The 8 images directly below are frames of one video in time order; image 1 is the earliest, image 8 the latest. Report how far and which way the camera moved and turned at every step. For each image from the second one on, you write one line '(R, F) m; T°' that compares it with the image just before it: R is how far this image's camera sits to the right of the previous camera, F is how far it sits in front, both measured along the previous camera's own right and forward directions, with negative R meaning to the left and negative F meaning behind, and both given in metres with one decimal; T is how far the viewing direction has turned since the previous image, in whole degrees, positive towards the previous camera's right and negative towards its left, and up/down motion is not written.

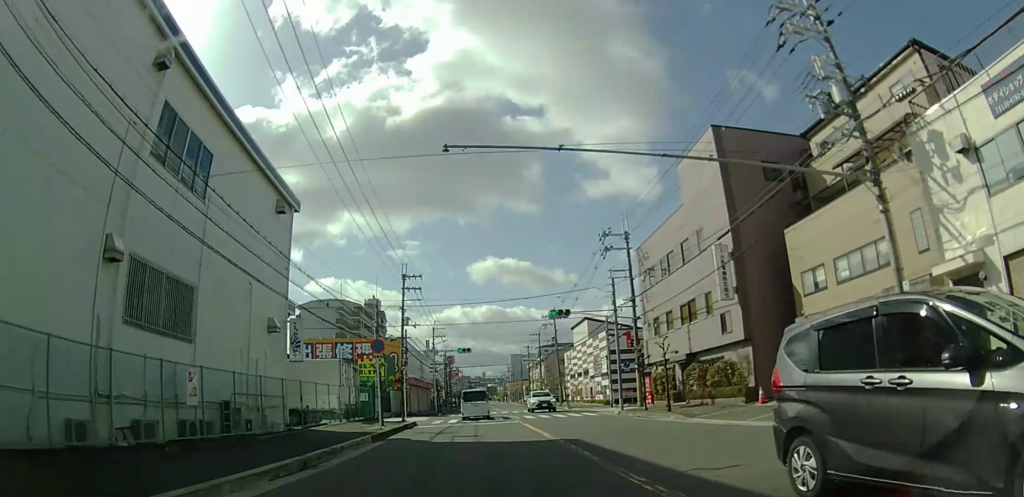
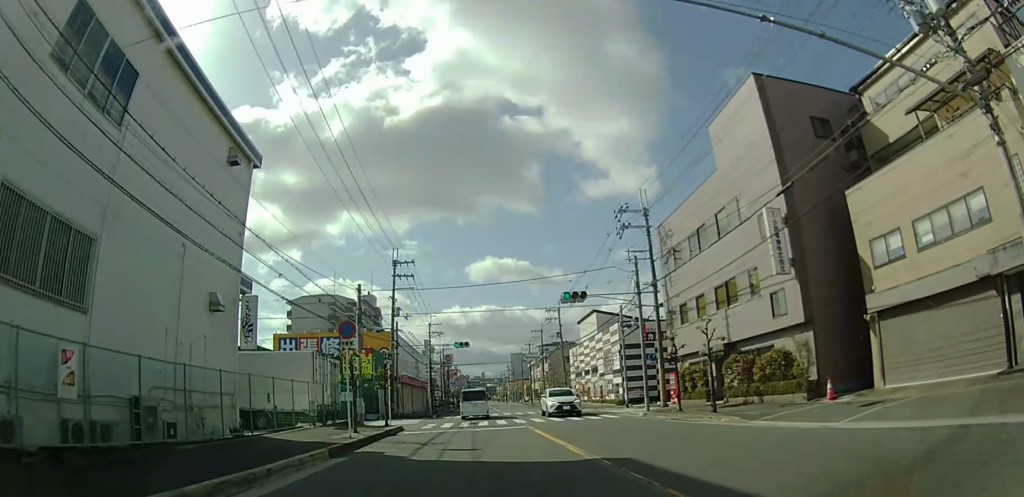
(0.0, +4.8) m; 0°
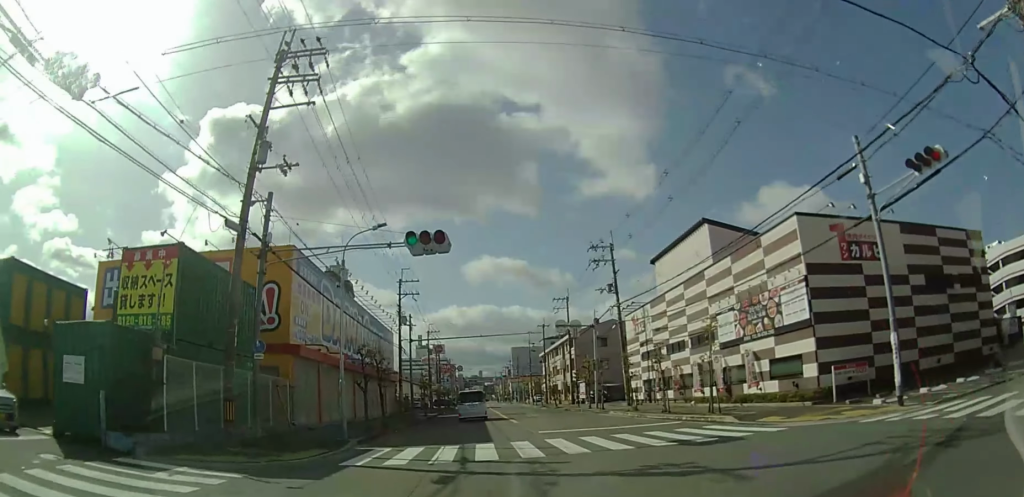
(-0.2, +27.0) m; -3°
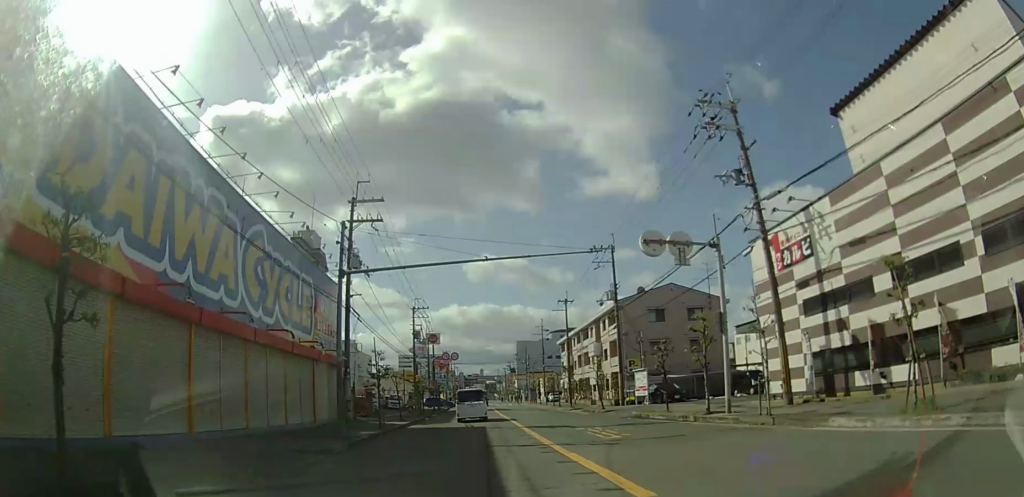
(-0.7, +19.6) m; -2°
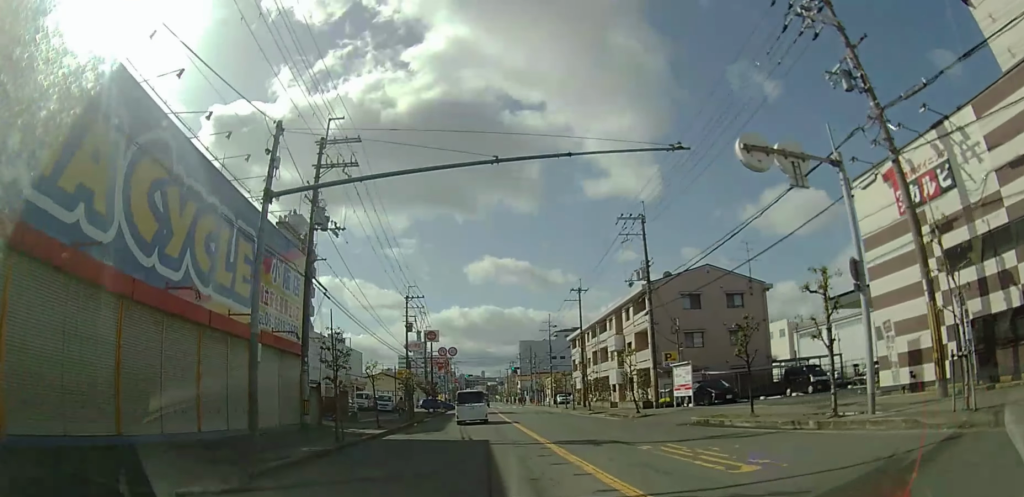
(0.0, +7.4) m; +1°
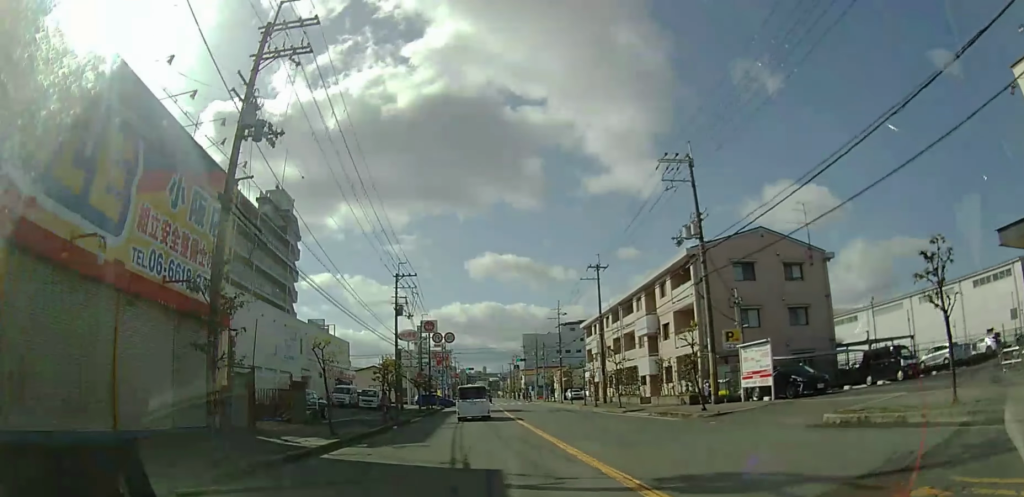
(+0.1, +7.7) m; +2°
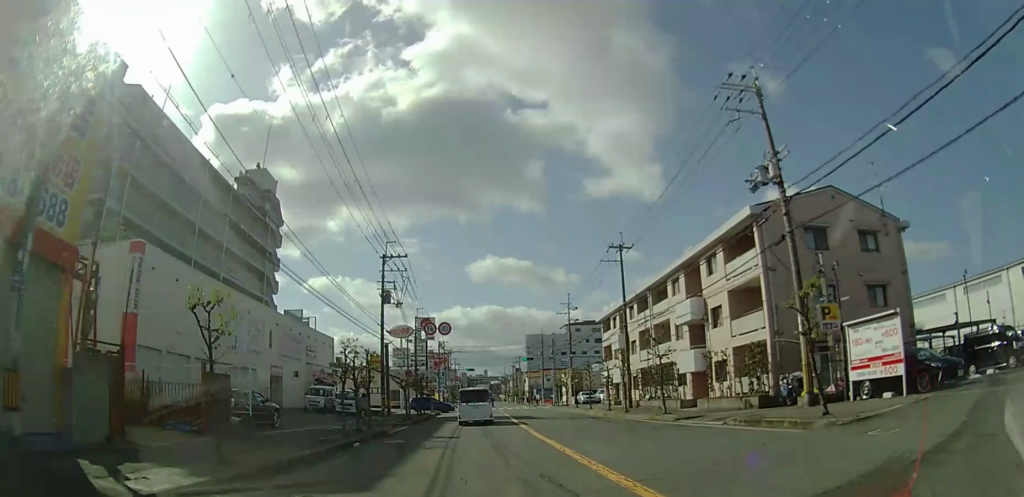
(+0.1, +7.3) m; +1°
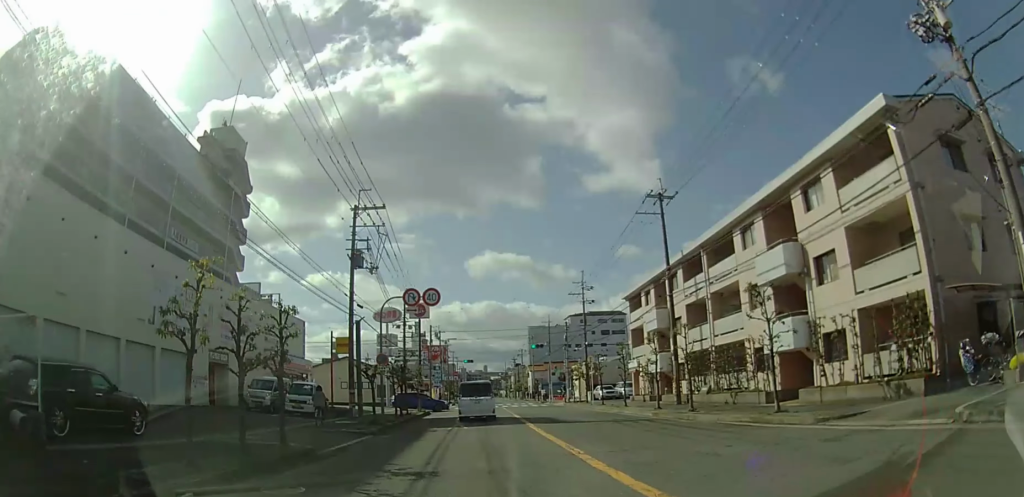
(+0.1, +9.5) m; 0°
